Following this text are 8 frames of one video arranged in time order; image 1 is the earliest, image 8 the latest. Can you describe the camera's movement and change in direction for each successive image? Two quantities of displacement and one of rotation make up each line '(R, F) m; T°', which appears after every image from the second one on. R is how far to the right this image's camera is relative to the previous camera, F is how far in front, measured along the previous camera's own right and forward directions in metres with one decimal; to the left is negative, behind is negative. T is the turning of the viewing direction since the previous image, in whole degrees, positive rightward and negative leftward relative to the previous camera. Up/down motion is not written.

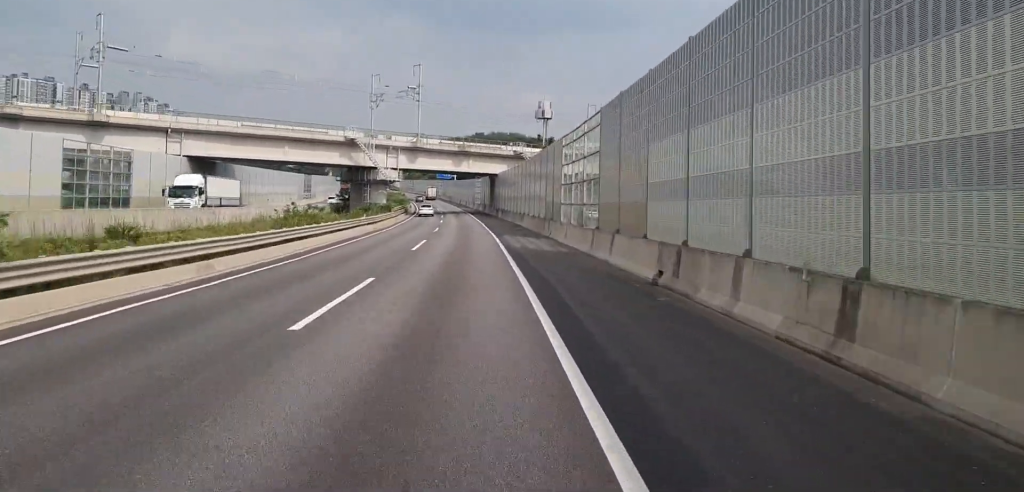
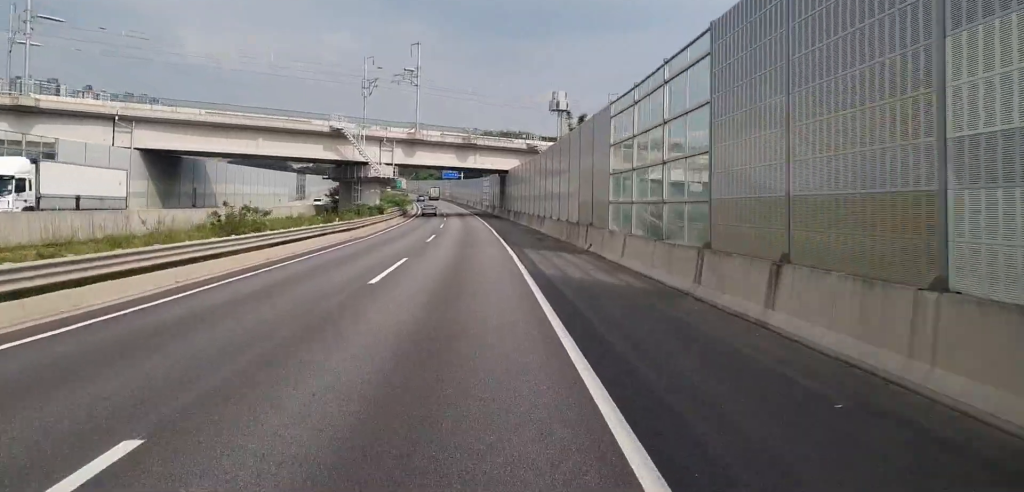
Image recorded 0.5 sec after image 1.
(0.0, +13.5) m; -1°
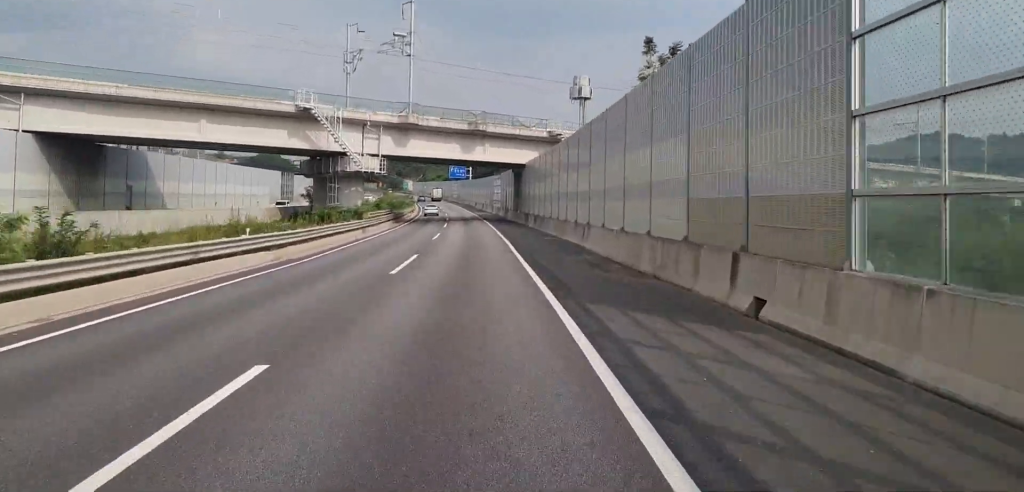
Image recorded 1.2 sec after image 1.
(-0.1, +17.8) m; -1°
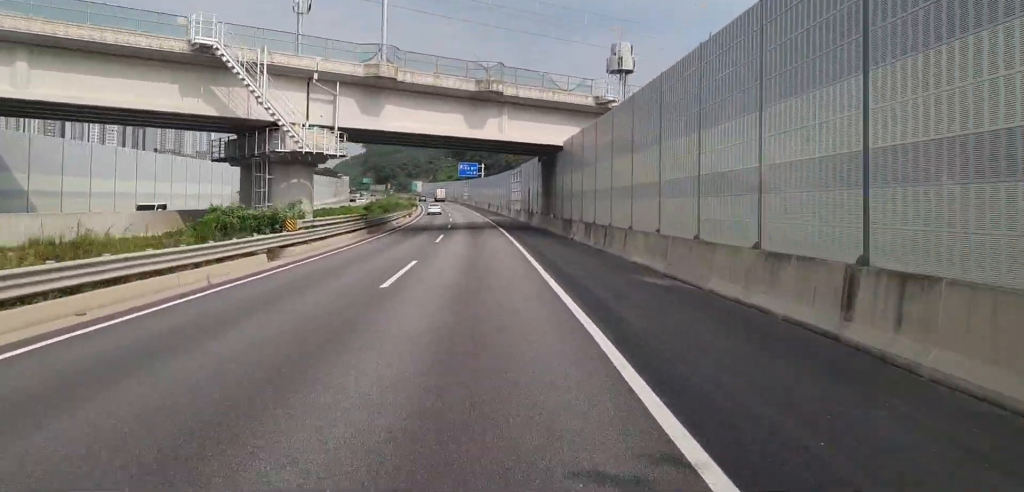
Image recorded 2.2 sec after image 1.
(-0.5, +24.1) m; -2°
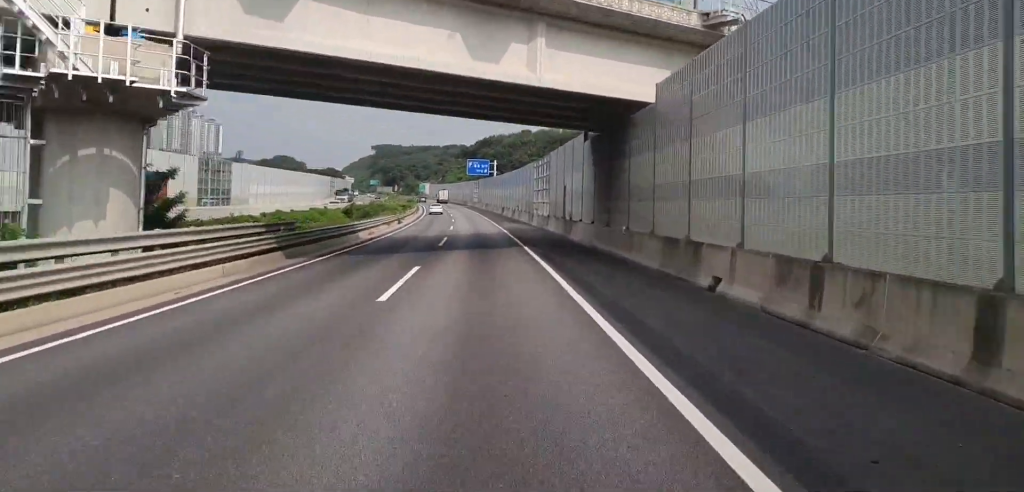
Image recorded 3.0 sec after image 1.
(-0.4, +22.4) m; 0°
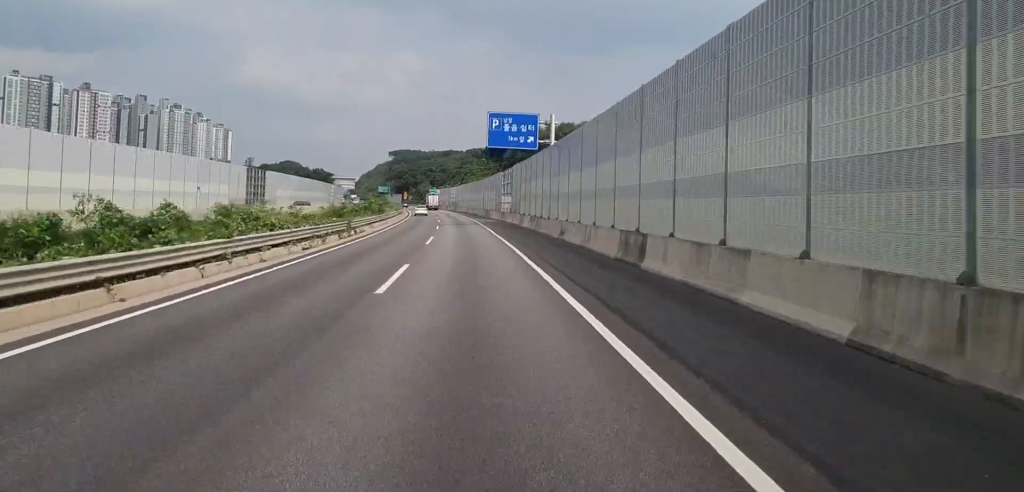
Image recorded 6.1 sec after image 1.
(-0.7, +78.7) m; -2°
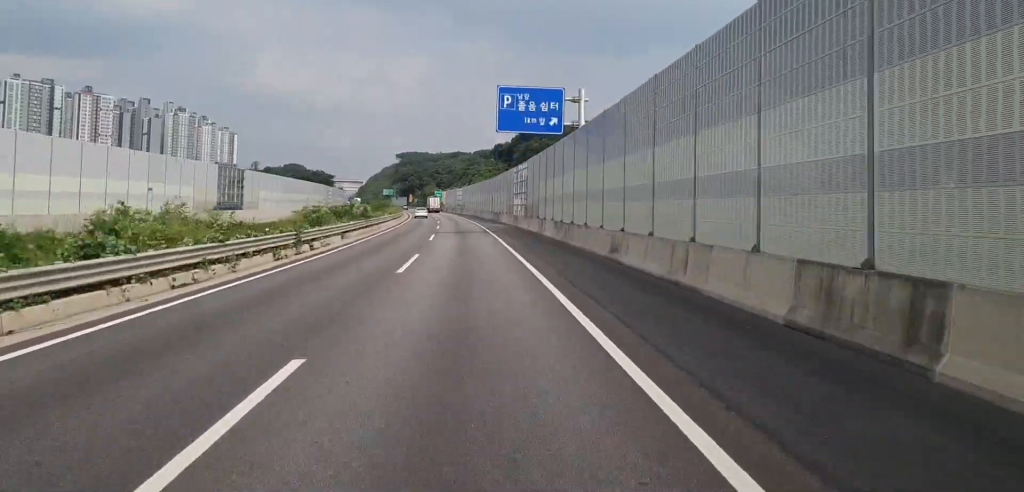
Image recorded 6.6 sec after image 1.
(0.0, +14.1) m; -1°
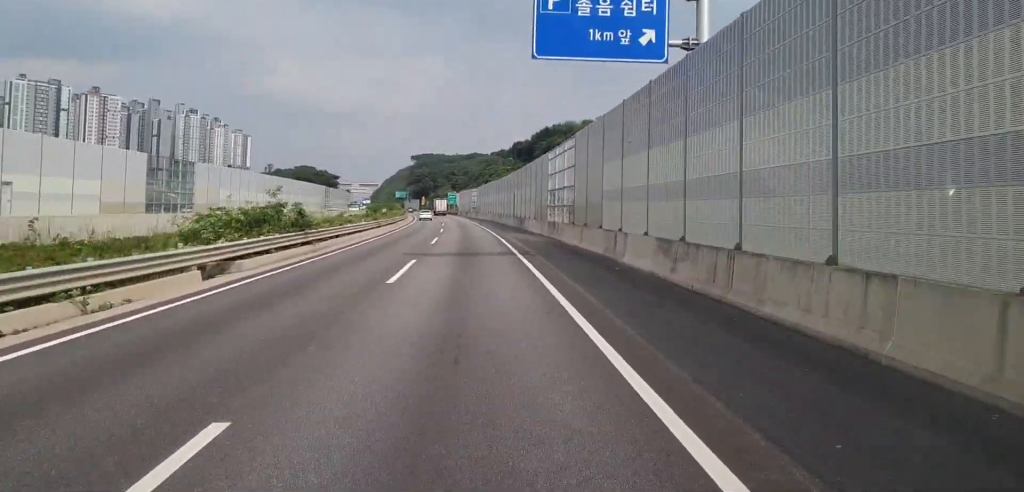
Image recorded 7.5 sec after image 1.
(-0.5, +22.9) m; -2°
